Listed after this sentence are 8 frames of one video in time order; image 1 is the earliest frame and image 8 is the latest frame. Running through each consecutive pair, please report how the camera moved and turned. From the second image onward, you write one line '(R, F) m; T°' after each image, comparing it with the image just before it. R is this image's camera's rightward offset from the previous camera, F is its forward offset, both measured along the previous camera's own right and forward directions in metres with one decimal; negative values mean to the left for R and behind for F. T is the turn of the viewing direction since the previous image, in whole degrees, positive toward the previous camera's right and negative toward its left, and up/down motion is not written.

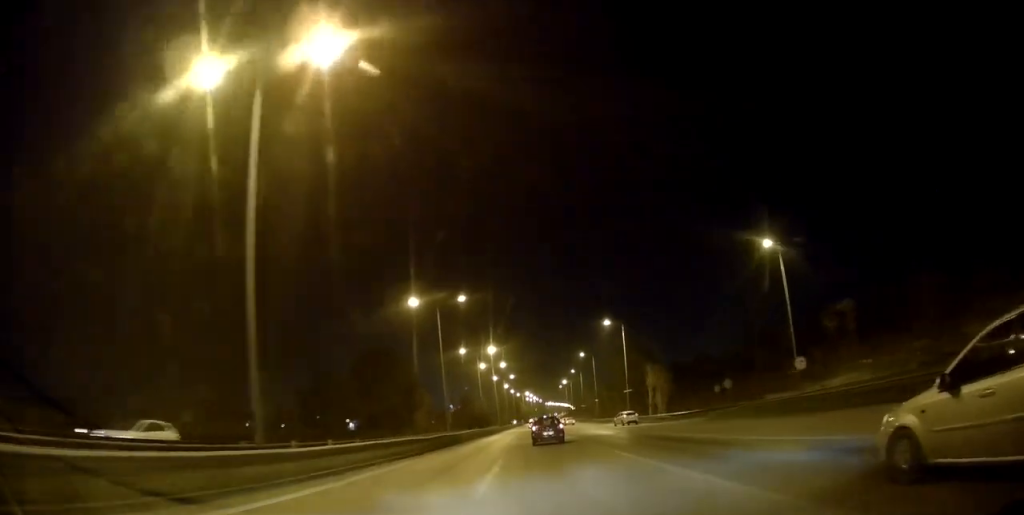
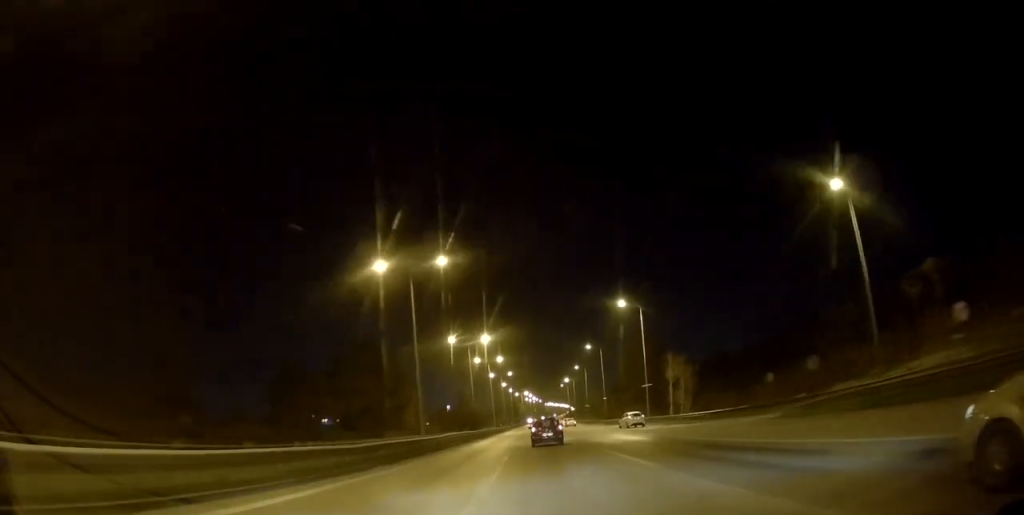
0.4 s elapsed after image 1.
(+0.1, +11.8) m; 0°
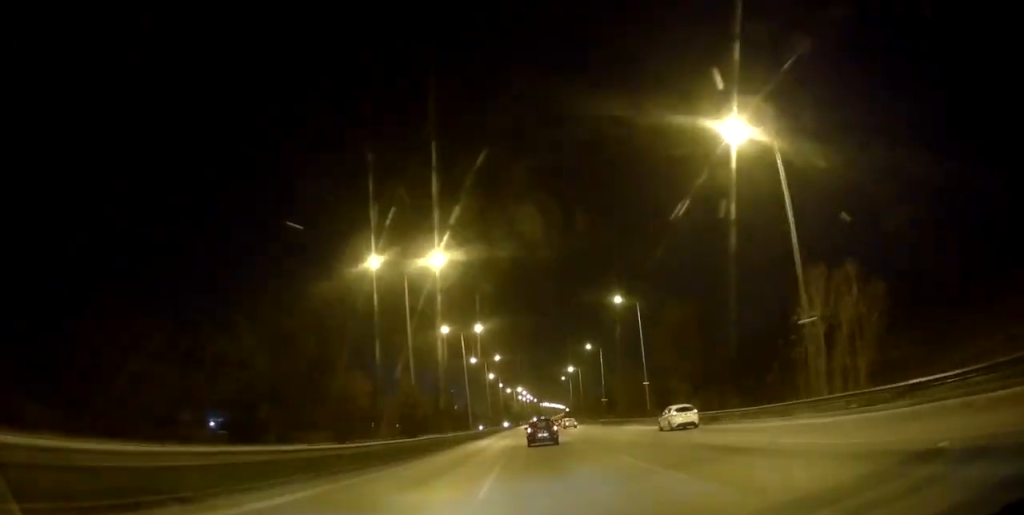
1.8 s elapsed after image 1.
(0.0, +35.9) m; +1°
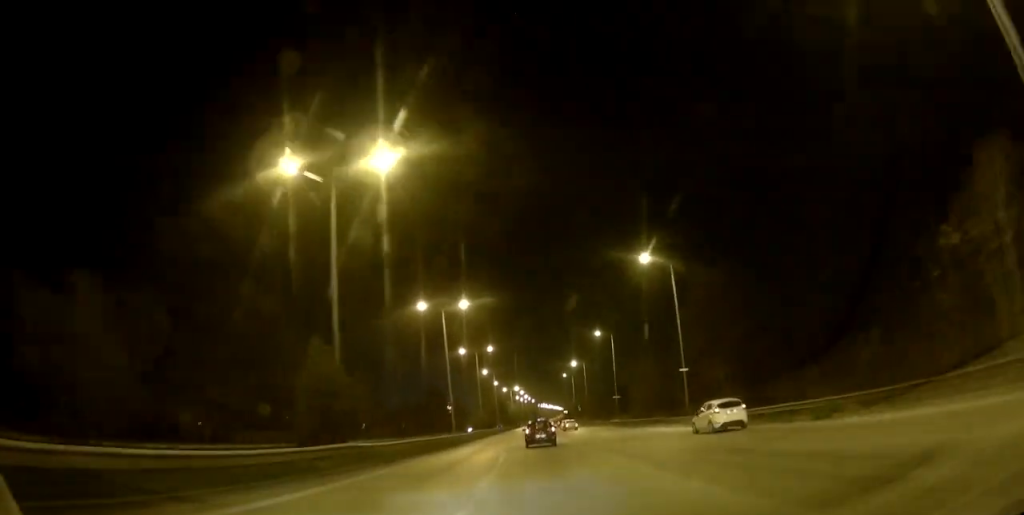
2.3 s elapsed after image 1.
(+0.2, +14.6) m; 0°
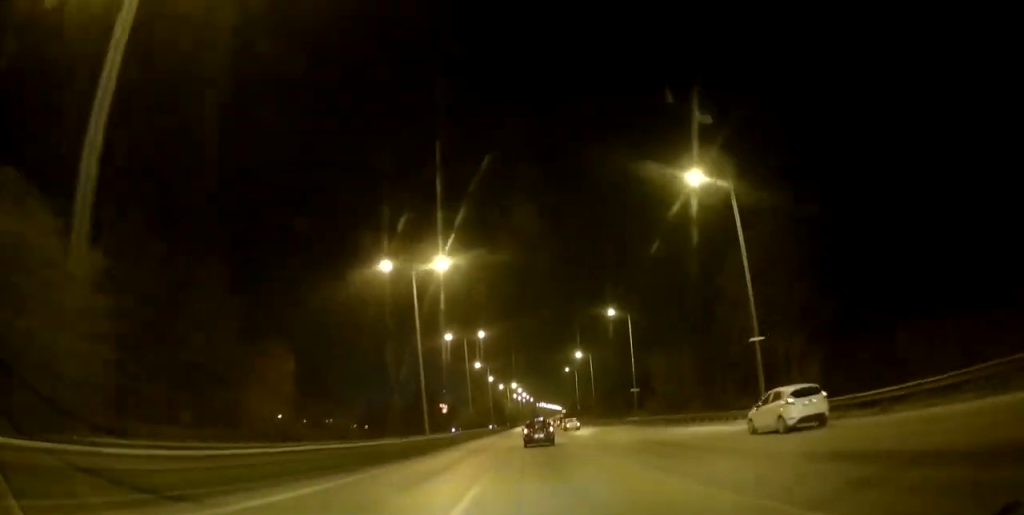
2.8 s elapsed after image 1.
(-0.1, +14.3) m; 0°
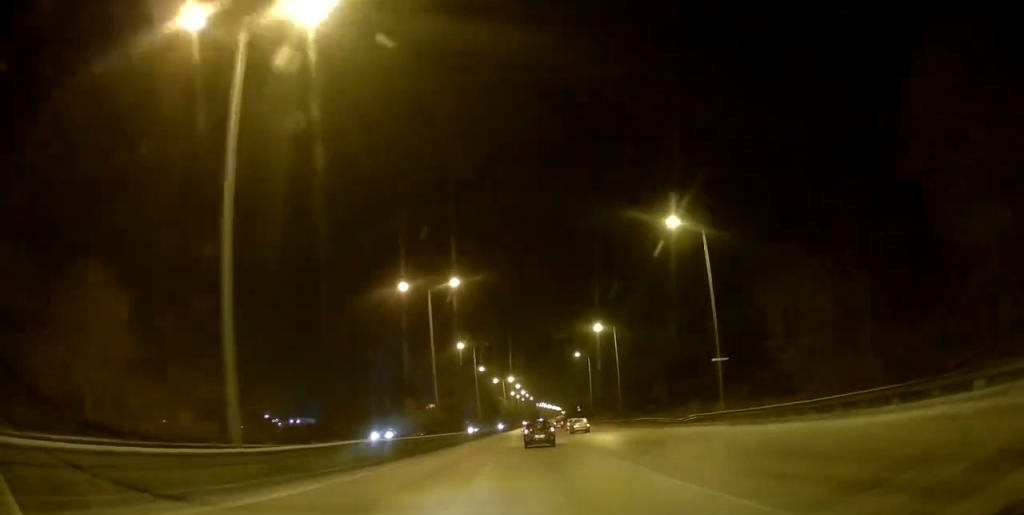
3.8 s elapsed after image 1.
(-0.2, +28.0) m; 0°
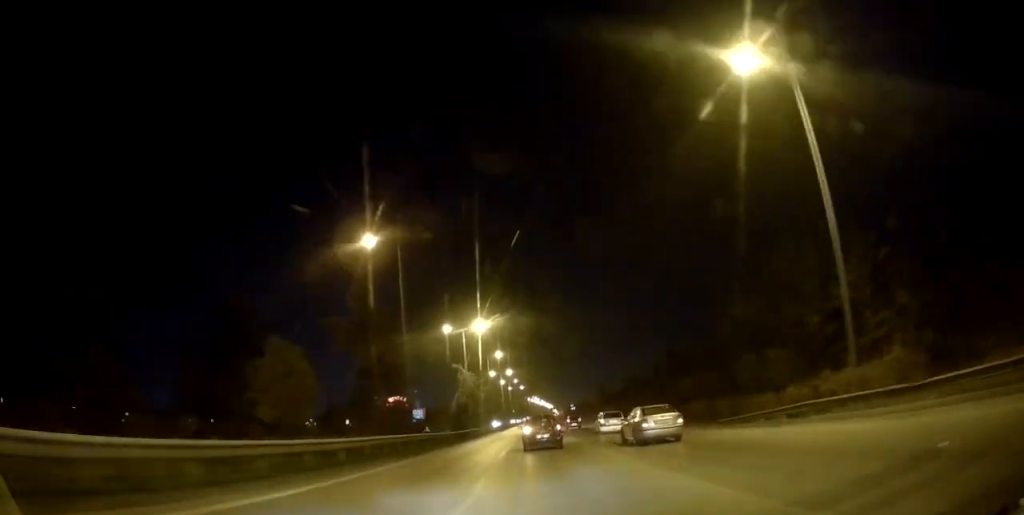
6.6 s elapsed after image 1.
(+1.4, +81.6) m; +2°
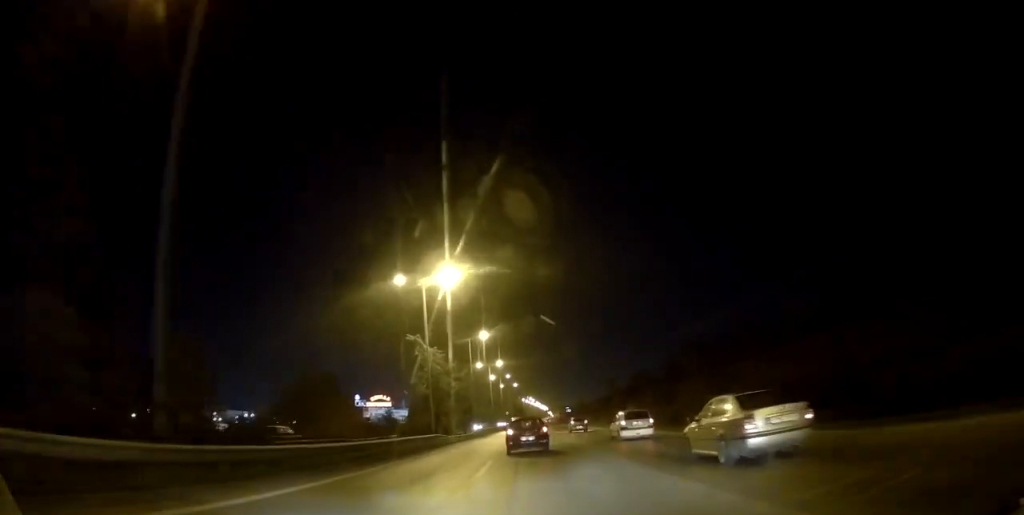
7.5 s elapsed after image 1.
(-0.2, +25.3) m; 0°
